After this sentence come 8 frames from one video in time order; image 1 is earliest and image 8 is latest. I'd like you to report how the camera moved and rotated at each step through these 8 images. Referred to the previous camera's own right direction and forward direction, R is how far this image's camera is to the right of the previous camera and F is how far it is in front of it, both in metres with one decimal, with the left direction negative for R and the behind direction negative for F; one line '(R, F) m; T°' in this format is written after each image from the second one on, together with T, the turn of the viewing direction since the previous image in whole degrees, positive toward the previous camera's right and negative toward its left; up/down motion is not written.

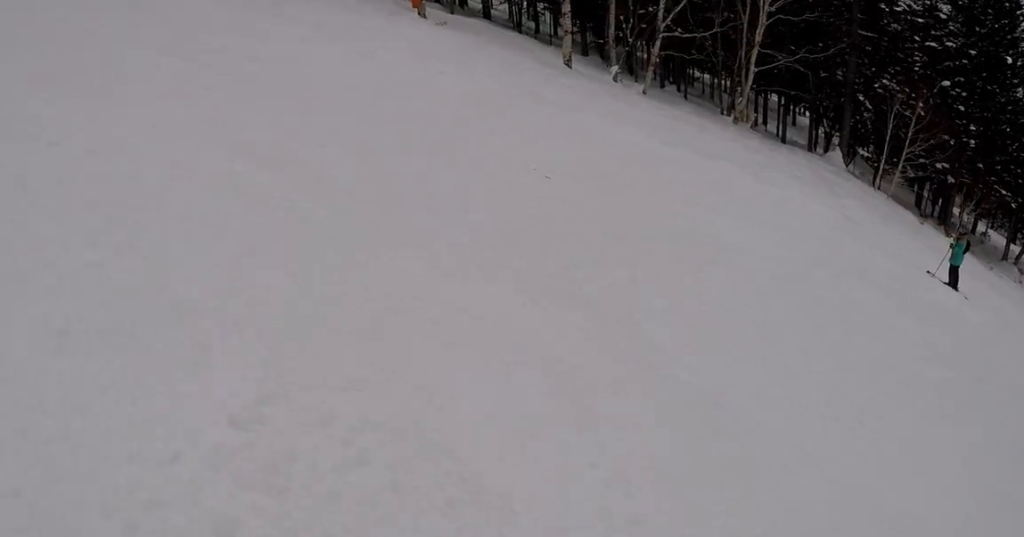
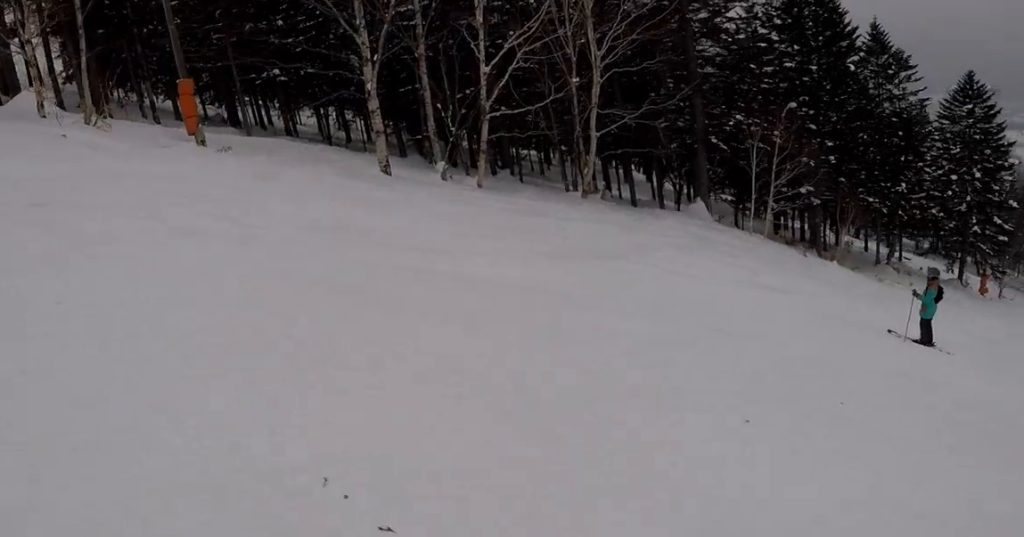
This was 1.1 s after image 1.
(-0.1, +4.5) m; +4°
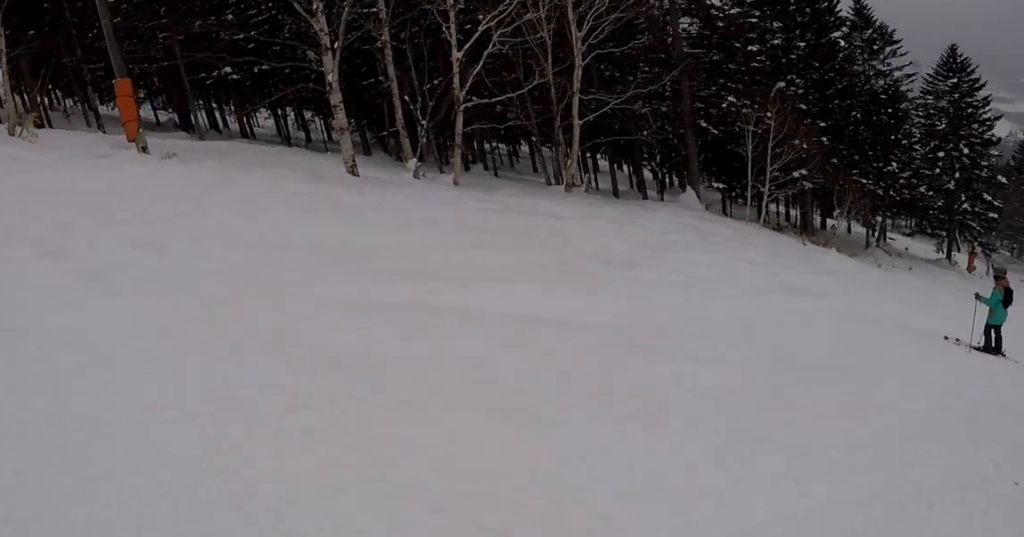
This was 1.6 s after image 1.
(+0.2, +2.1) m; +5°
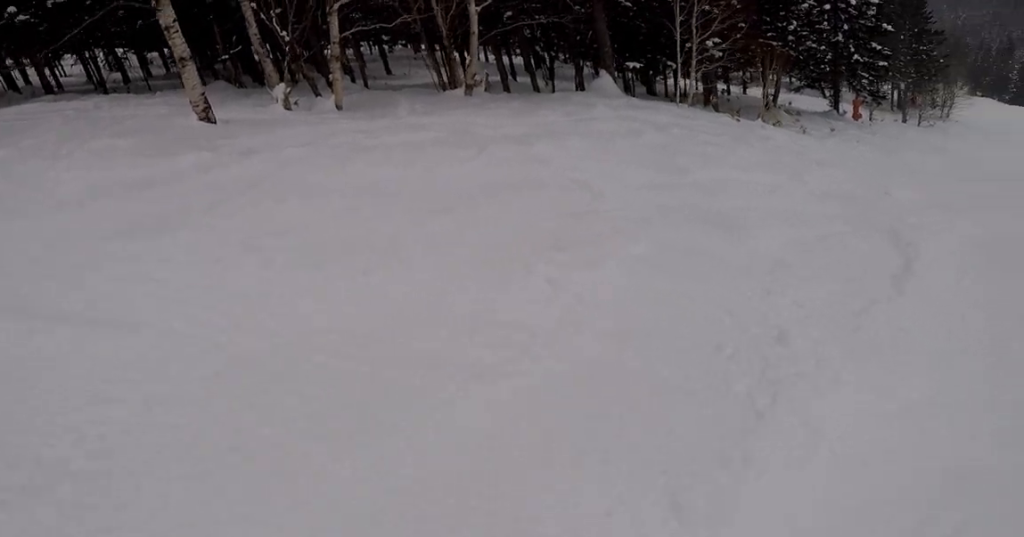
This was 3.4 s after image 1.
(+1.9, +4.0) m; +73°
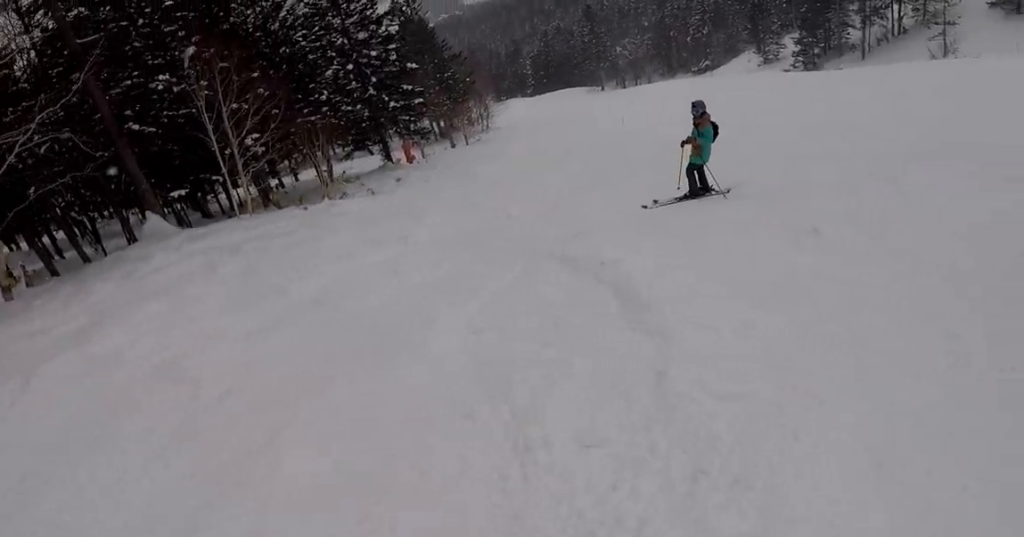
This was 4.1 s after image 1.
(+0.7, +2.2) m; +27°
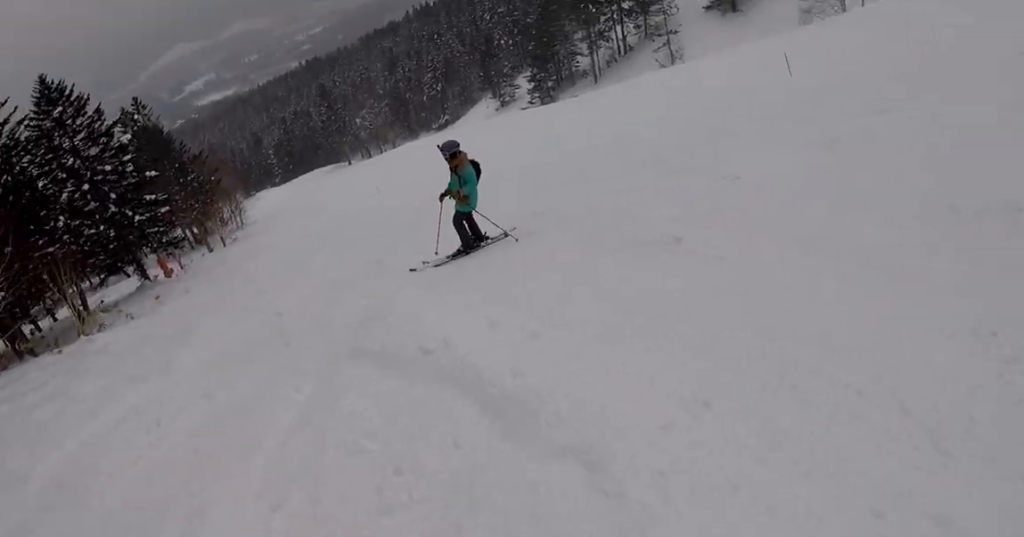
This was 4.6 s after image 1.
(-0.1, +1.4) m; +10°
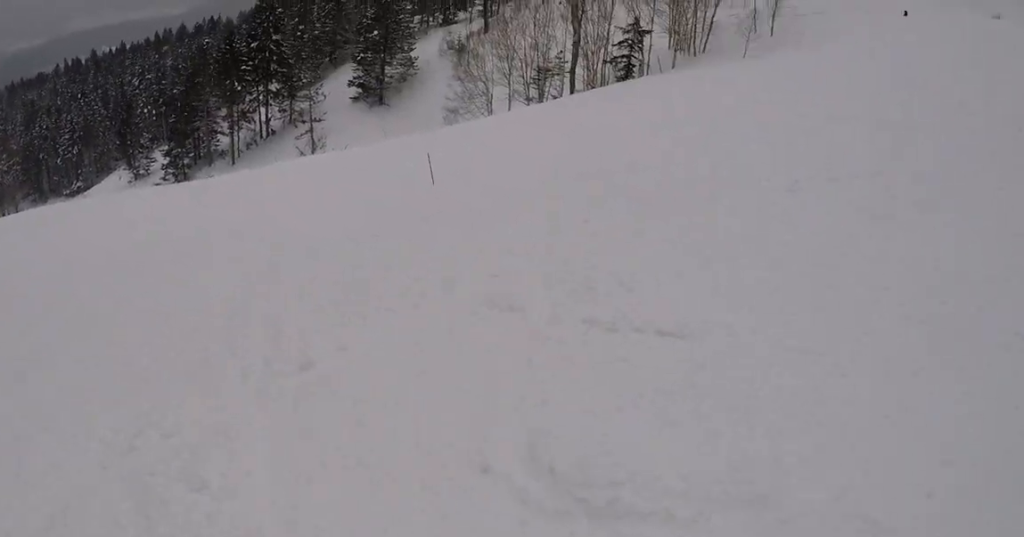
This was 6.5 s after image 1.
(+1.4, +6.0) m; -24°
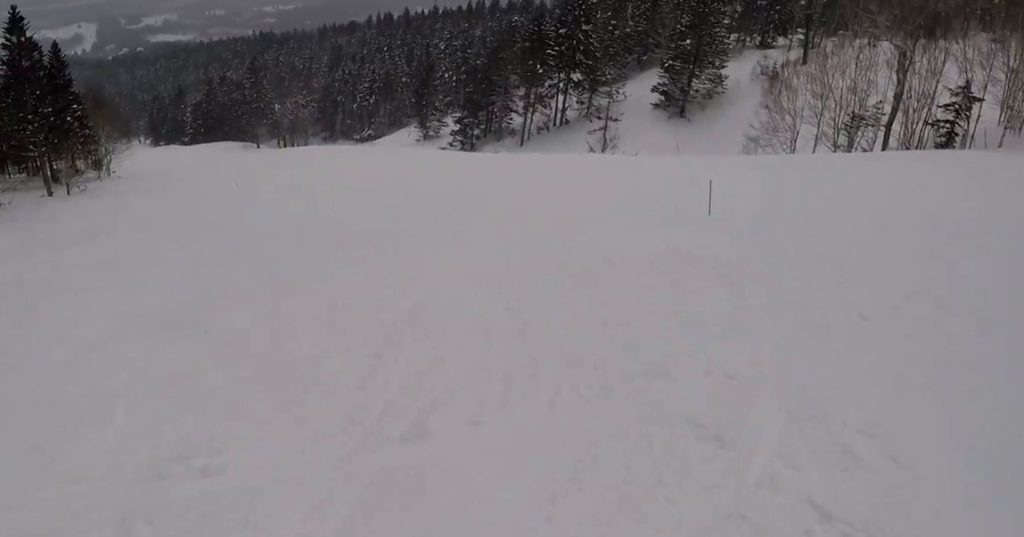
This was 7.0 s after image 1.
(-0.6, +1.1) m; -22°
